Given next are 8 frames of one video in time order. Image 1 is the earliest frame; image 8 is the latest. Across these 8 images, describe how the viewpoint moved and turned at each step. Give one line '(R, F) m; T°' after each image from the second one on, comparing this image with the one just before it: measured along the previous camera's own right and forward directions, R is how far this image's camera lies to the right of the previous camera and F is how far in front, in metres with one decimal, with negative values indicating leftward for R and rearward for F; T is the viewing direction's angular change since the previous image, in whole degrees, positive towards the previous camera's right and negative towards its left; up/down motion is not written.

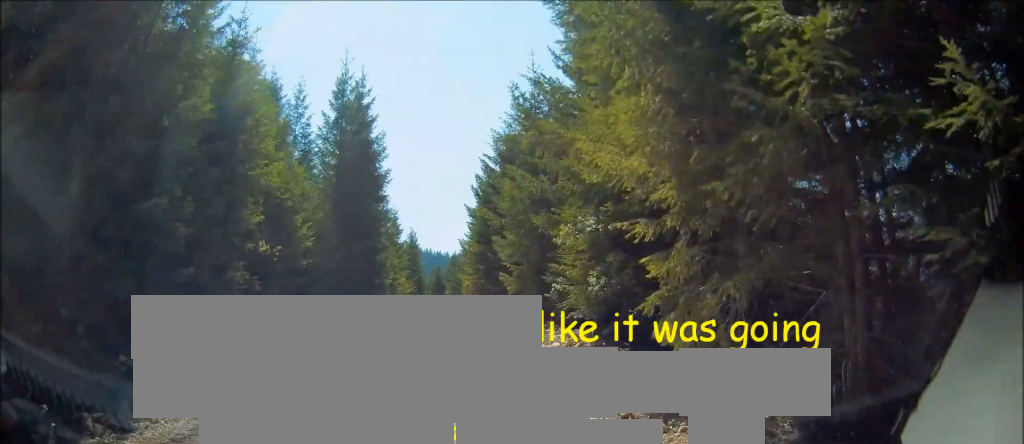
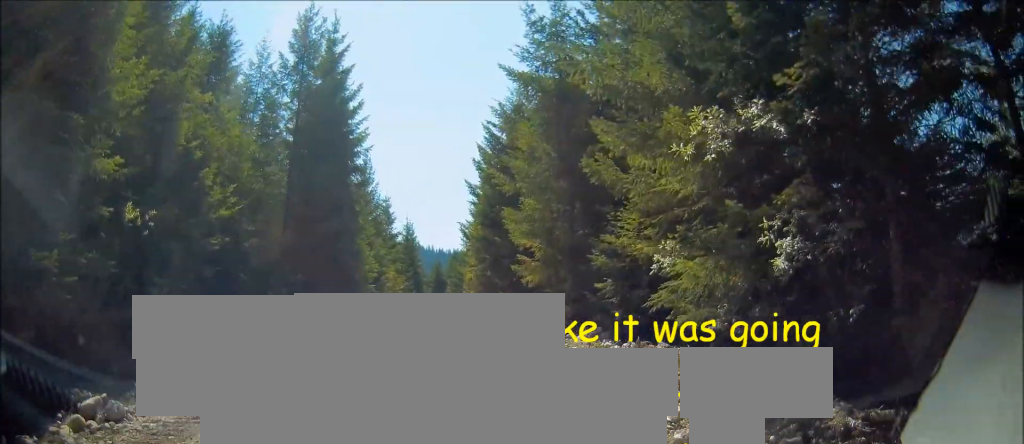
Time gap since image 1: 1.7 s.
(-0.1, +8.1) m; -8°
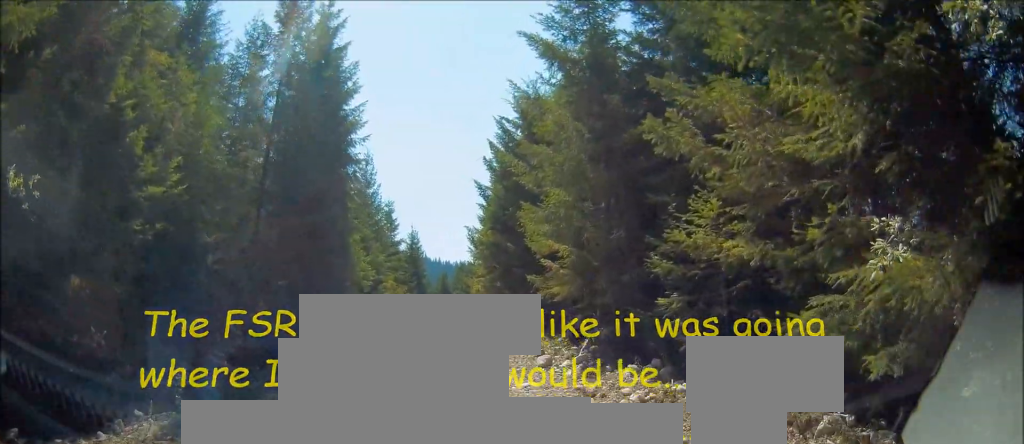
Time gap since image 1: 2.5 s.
(-0.4, +4.3) m; -4°
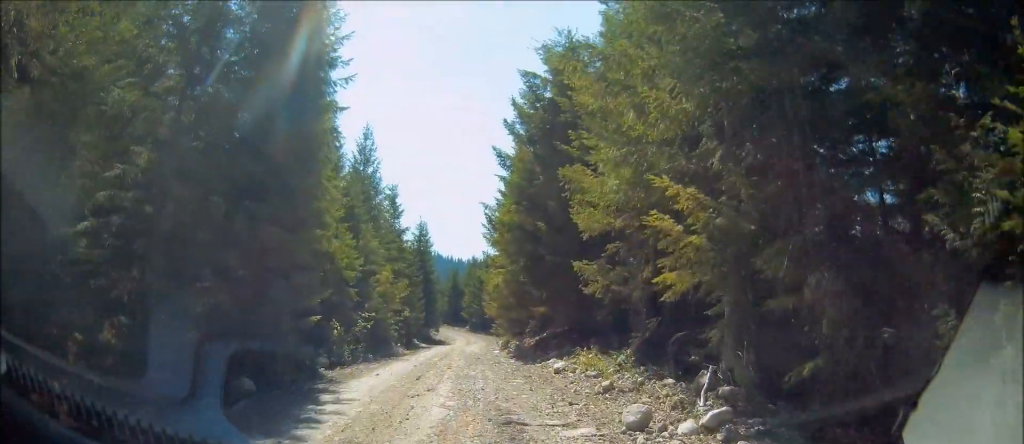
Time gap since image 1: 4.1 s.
(+0.9, +7.1) m; +9°
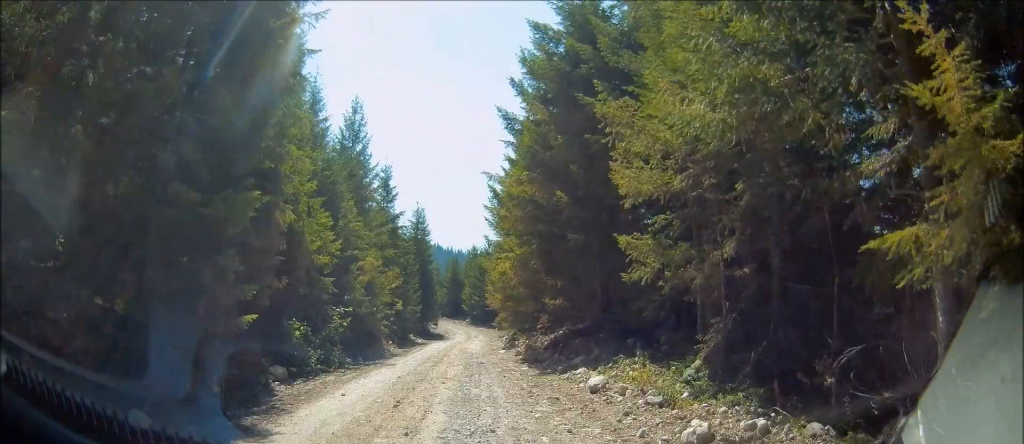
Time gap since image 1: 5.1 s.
(-0.2, +4.3) m; -5°
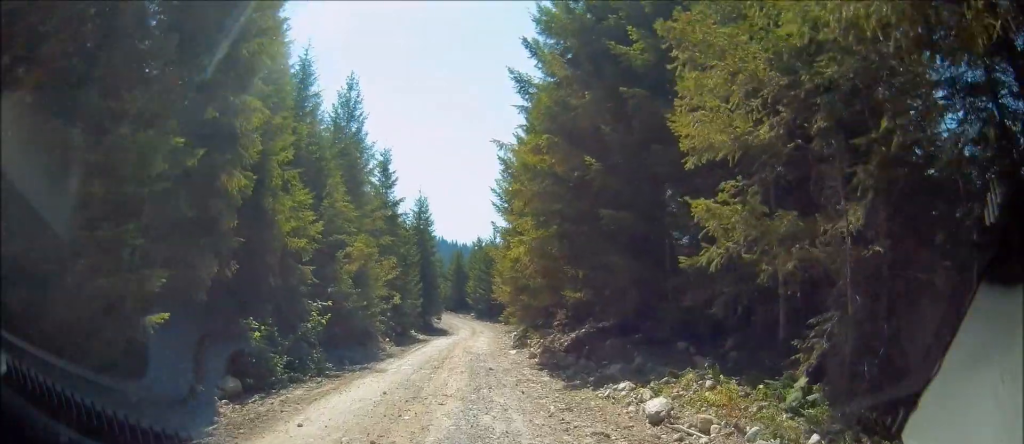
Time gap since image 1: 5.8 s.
(-0.2, +3.2) m; -3°
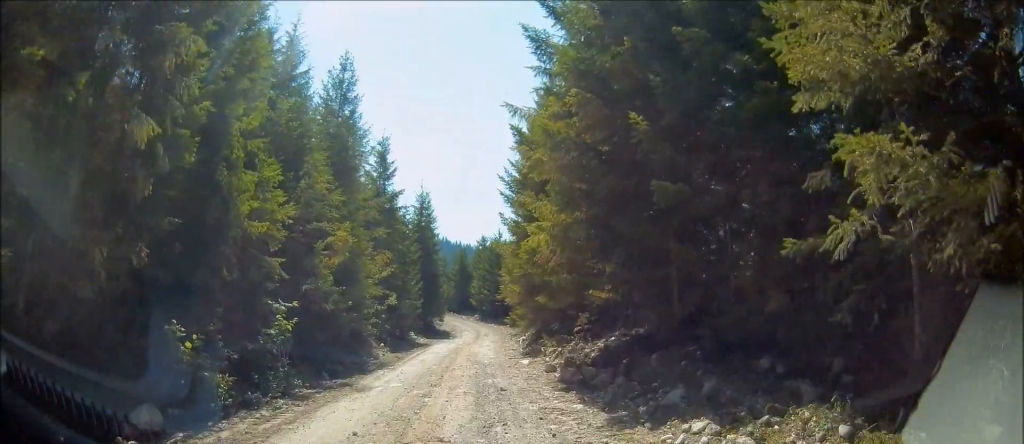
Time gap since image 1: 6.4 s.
(0.0, +3.1) m; 0°
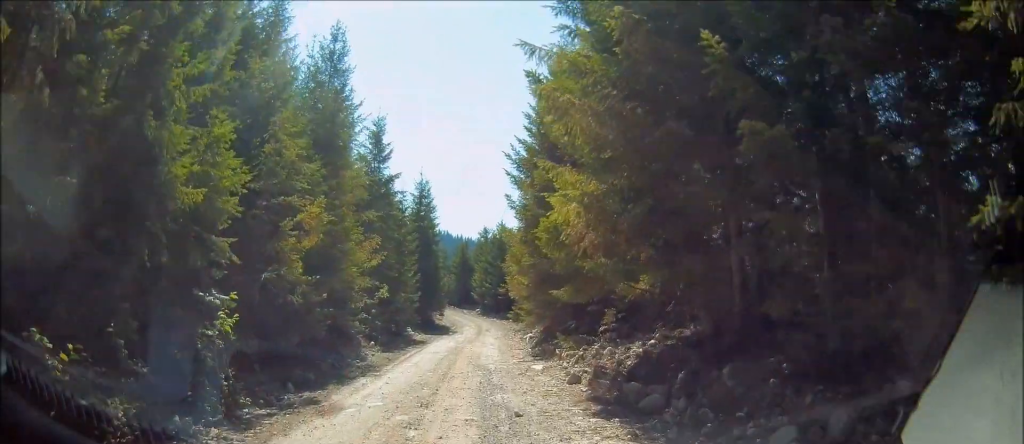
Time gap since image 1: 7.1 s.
(0.0, +3.1) m; 0°
